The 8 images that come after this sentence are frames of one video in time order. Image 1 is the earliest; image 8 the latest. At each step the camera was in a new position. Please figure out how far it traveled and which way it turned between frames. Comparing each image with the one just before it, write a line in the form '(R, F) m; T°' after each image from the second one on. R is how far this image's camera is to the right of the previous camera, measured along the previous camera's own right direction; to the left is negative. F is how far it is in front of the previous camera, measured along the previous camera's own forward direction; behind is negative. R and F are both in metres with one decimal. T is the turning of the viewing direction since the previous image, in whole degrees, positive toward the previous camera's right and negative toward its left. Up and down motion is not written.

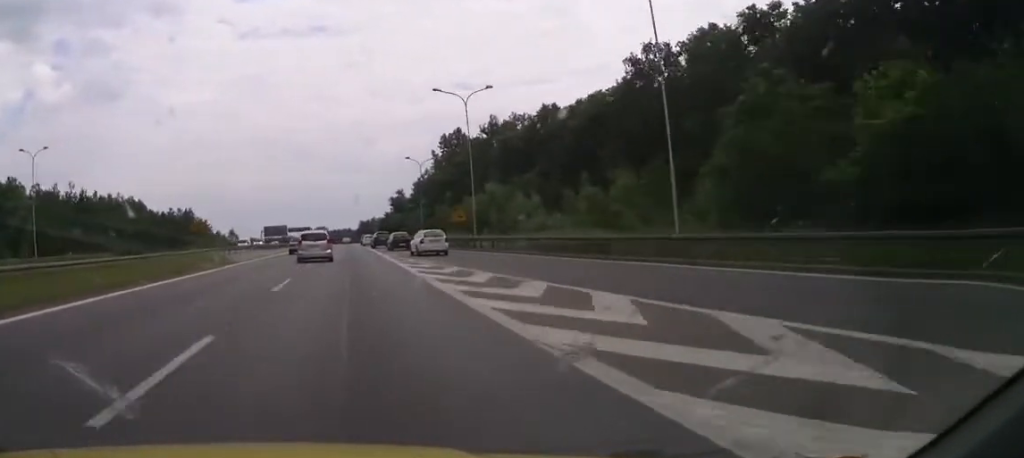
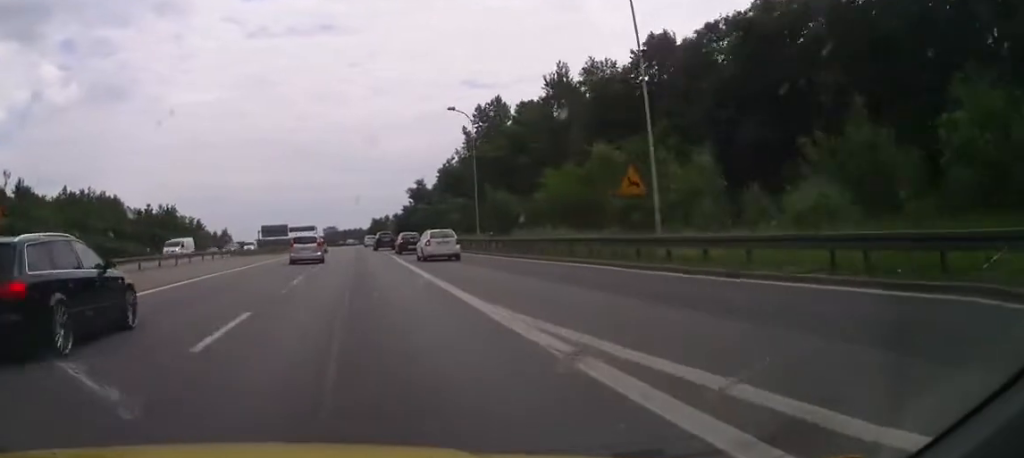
(+0.6, +32.9) m; +3°
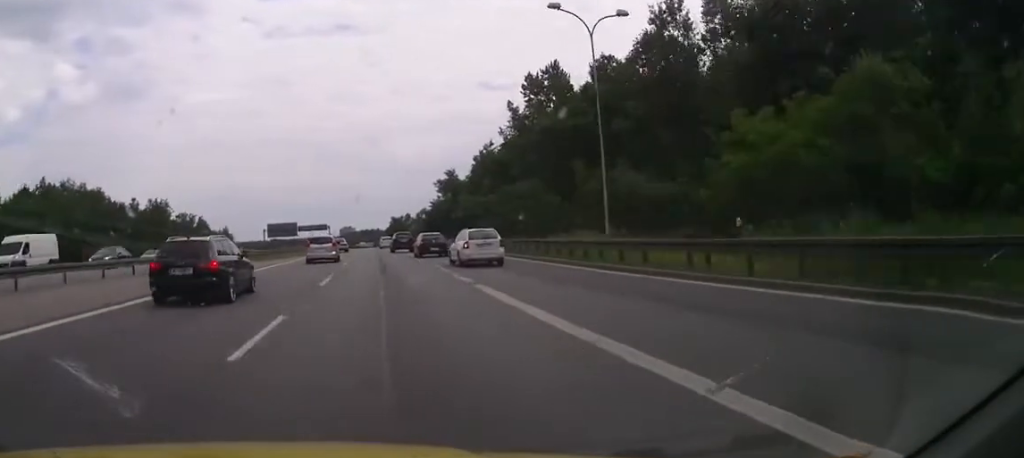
(+0.6, +25.0) m; +2°
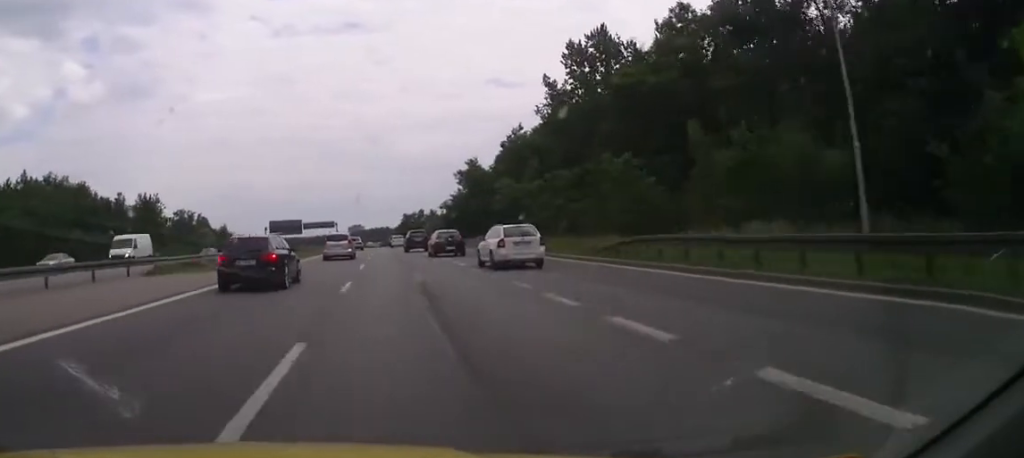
(+0.3, +15.3) m; 0°
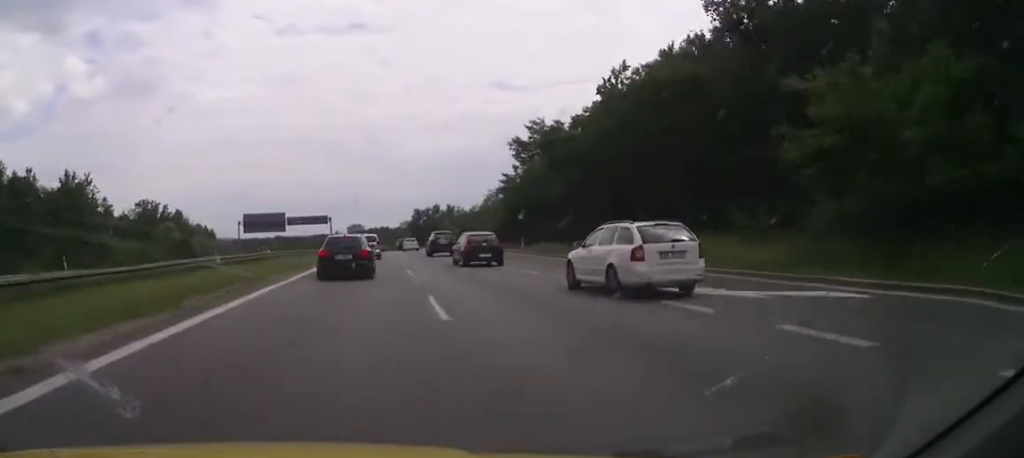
(-1.1, +41.0) m; -3°
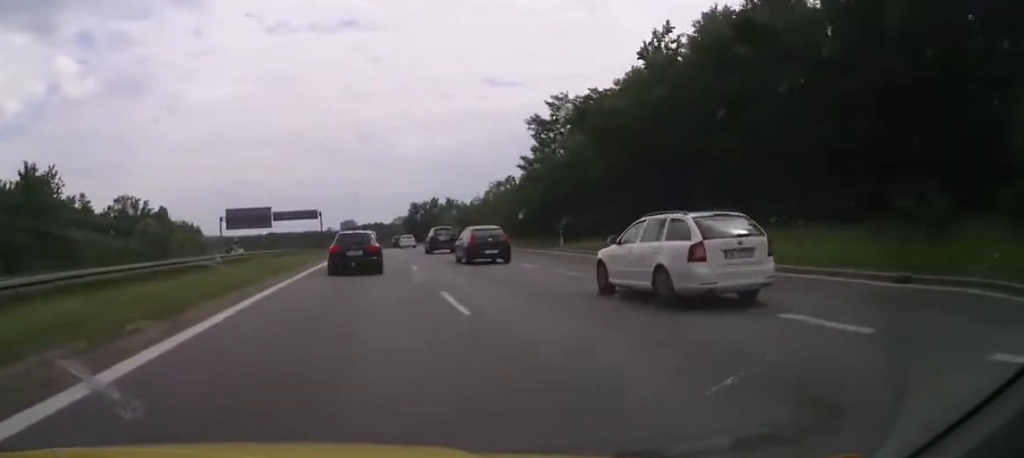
(-0.2, +11.5) m; -1°
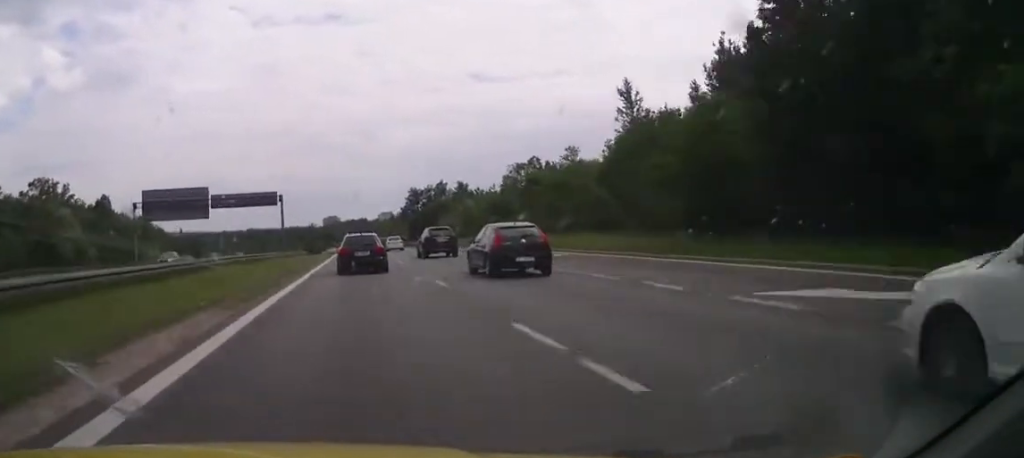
(-0.3, +41.7) m; 0°
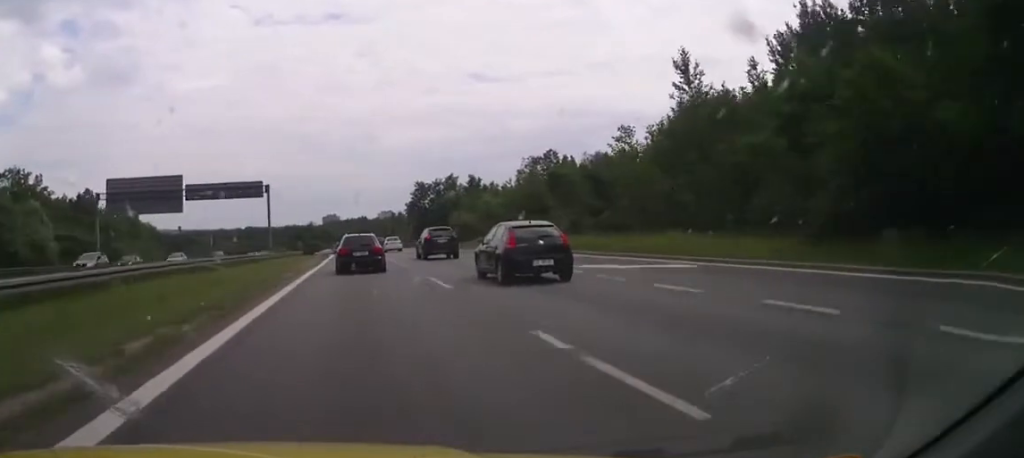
(-0.1, +12.8) m; 0°
